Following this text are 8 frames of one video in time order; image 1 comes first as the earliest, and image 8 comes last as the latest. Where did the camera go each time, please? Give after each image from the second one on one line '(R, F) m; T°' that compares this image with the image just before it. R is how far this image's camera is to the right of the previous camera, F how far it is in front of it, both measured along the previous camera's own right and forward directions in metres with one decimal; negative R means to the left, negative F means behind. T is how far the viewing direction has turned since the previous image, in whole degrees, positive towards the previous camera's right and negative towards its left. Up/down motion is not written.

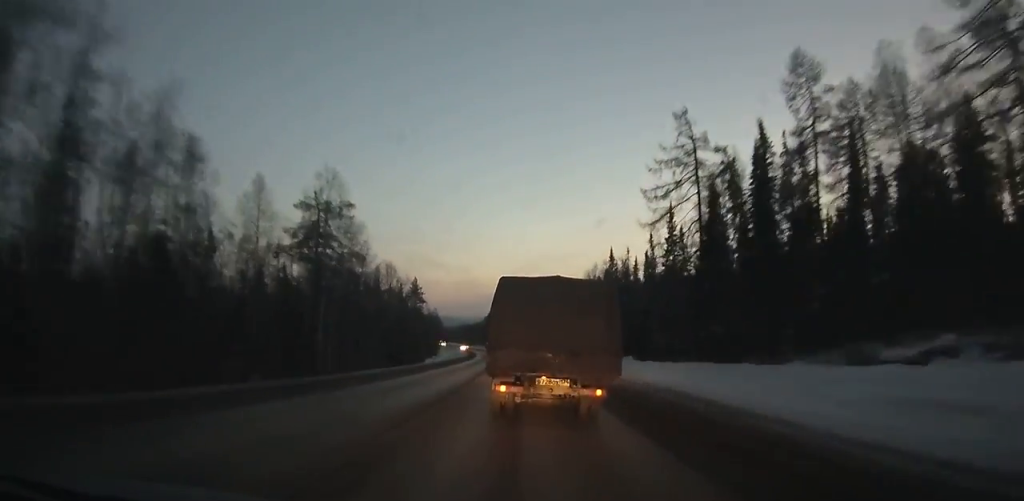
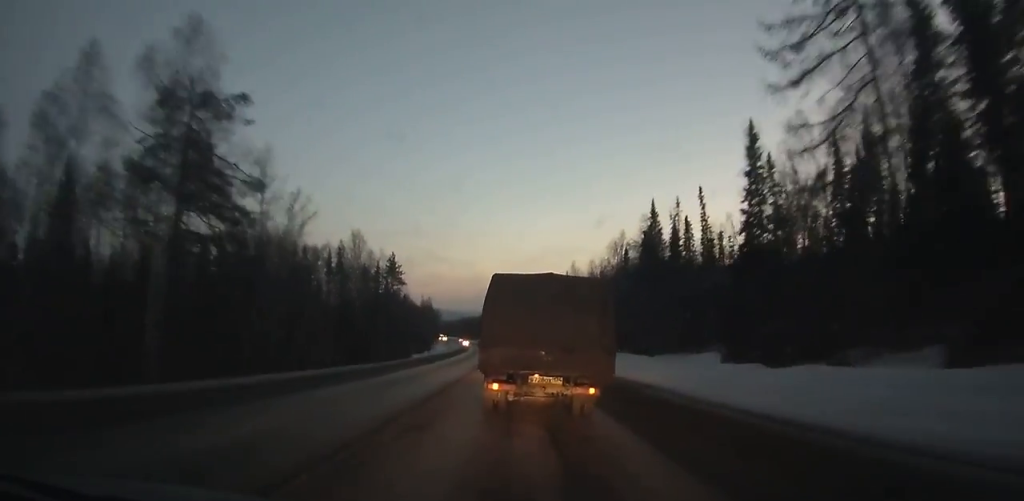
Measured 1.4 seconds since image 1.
(-0.1, +28.3) m; -1°
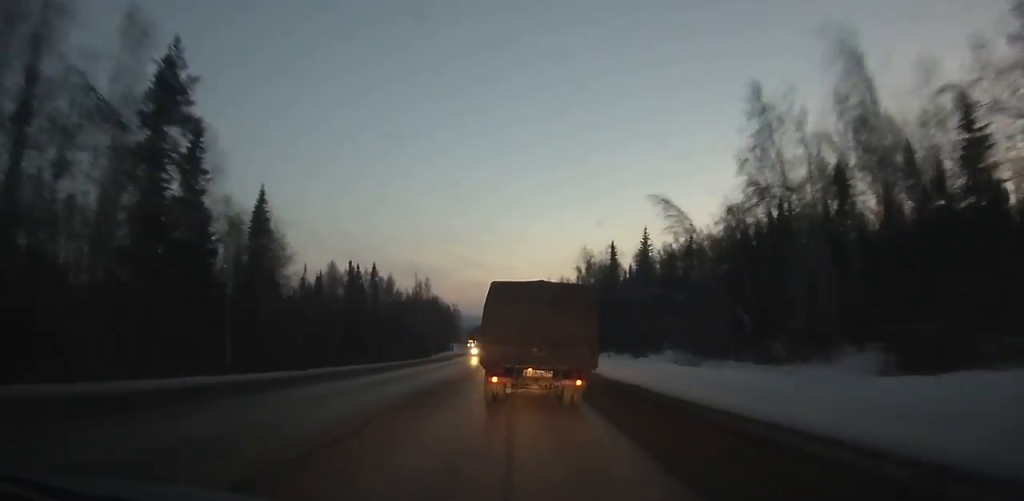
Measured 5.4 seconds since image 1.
(-2.5, +80.5) m; -3°
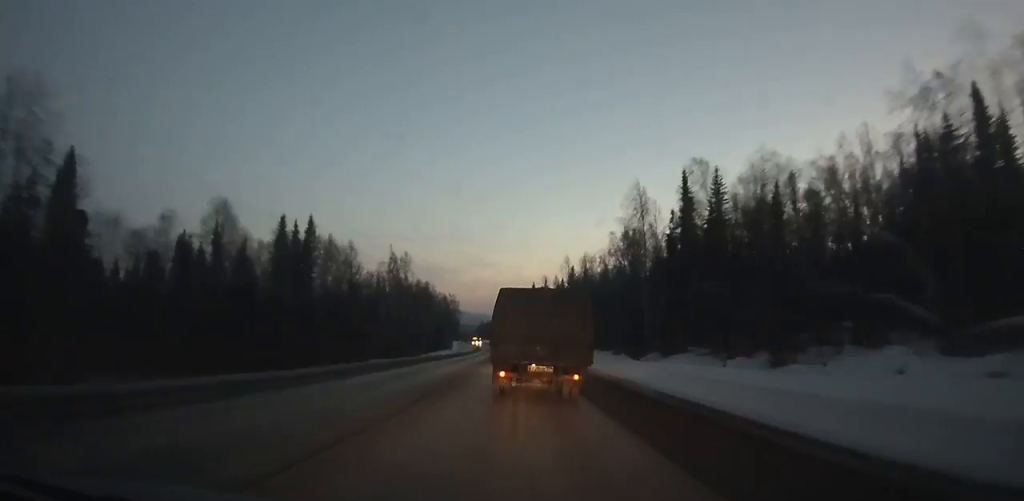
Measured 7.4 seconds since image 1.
(-0.5, +40.0) m; -1°
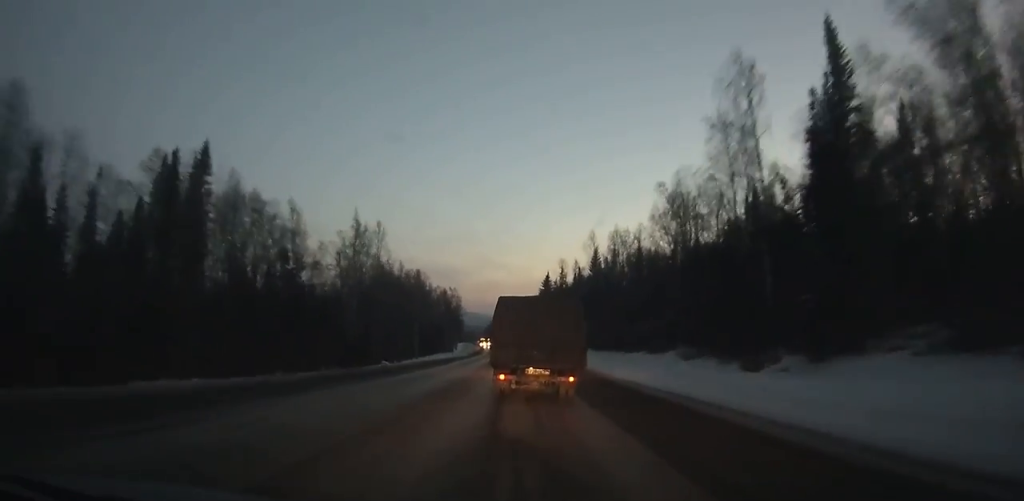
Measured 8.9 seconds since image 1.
(-0.2, +29.9) m; 0°
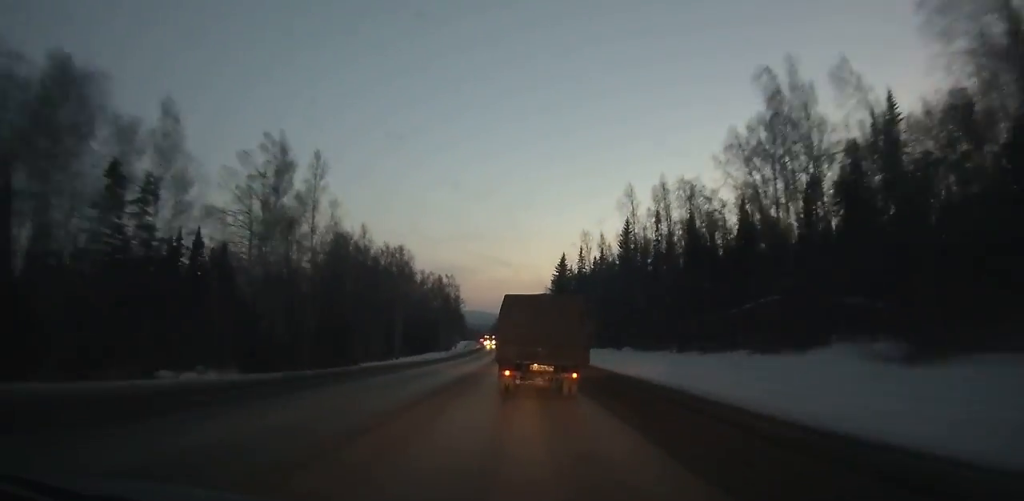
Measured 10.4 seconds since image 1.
(-0.1, +29.6) m; 0°
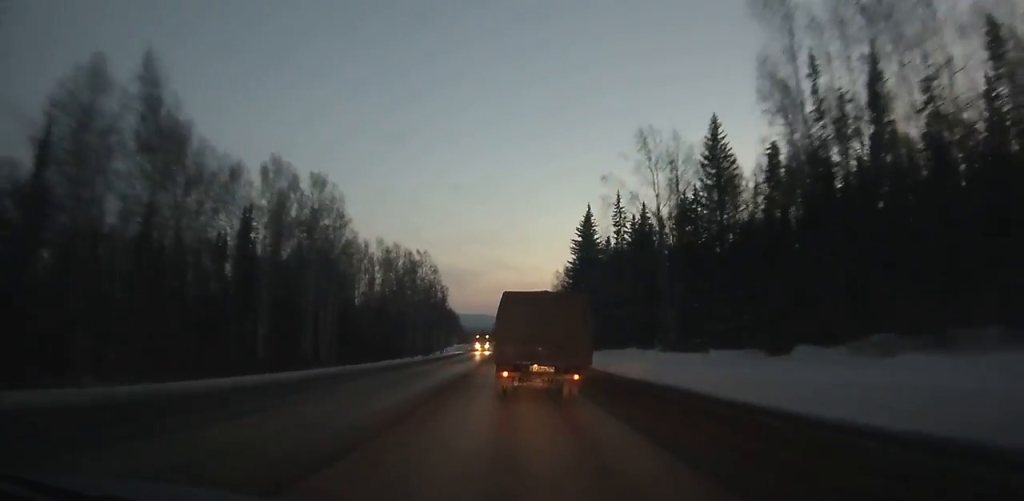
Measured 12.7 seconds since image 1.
(-0.1, +45.0) m; -1°
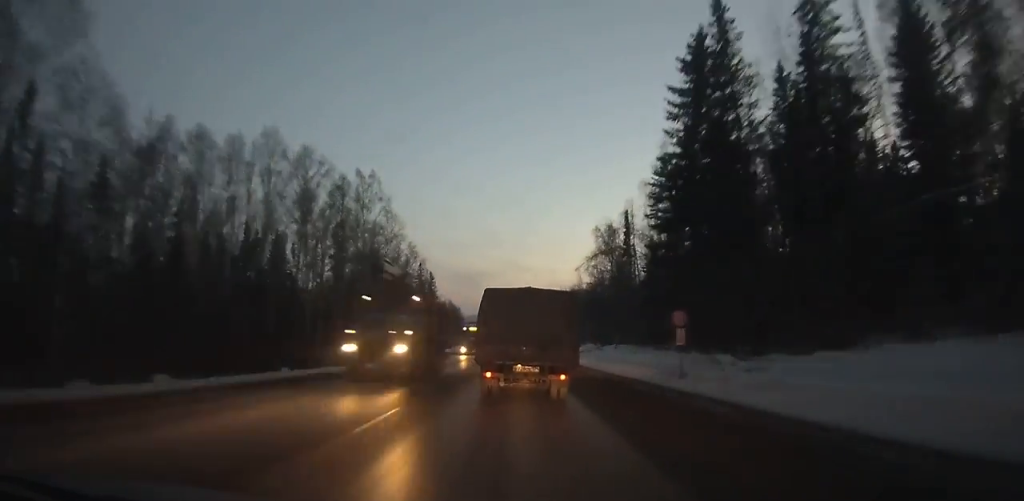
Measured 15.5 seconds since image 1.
(-0.6, +53.2) m; -2°
